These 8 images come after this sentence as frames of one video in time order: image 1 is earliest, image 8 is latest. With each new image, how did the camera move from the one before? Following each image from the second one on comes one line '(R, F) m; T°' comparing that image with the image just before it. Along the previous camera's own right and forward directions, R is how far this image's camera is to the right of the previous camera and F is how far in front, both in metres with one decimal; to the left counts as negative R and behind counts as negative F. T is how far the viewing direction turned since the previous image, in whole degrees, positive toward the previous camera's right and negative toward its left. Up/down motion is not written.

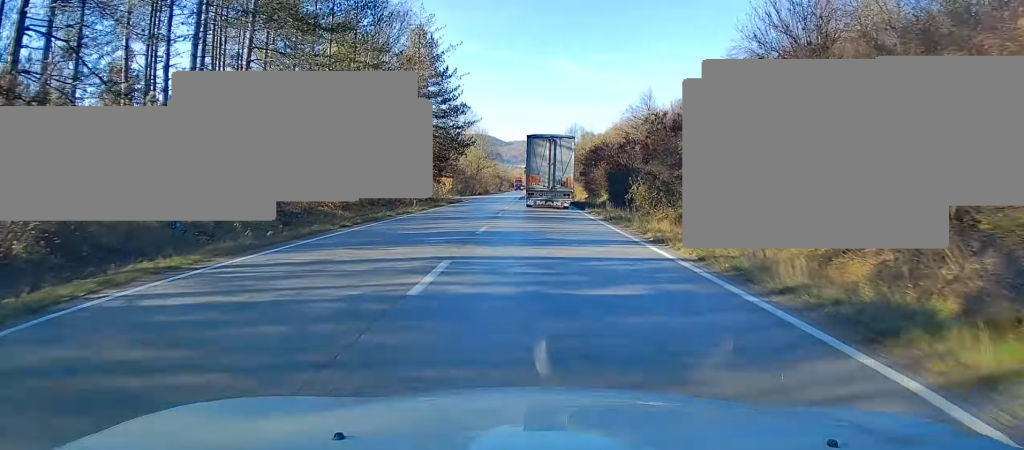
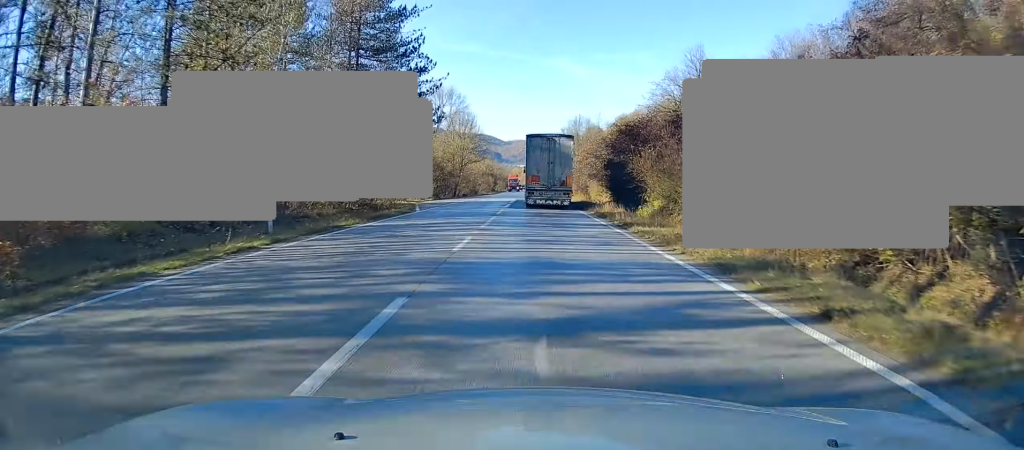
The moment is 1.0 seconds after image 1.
(-0.1, +22.1) m; 0°
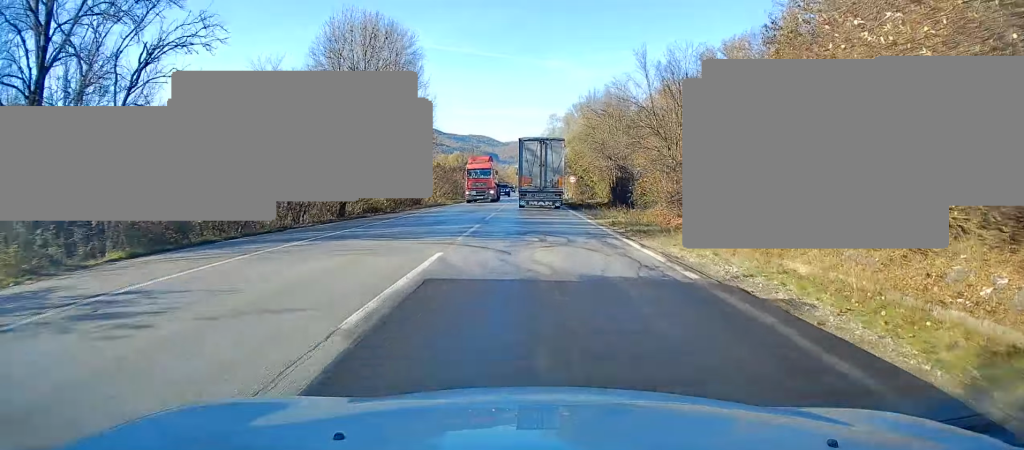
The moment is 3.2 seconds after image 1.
(0.0, +47.7) m; 0°
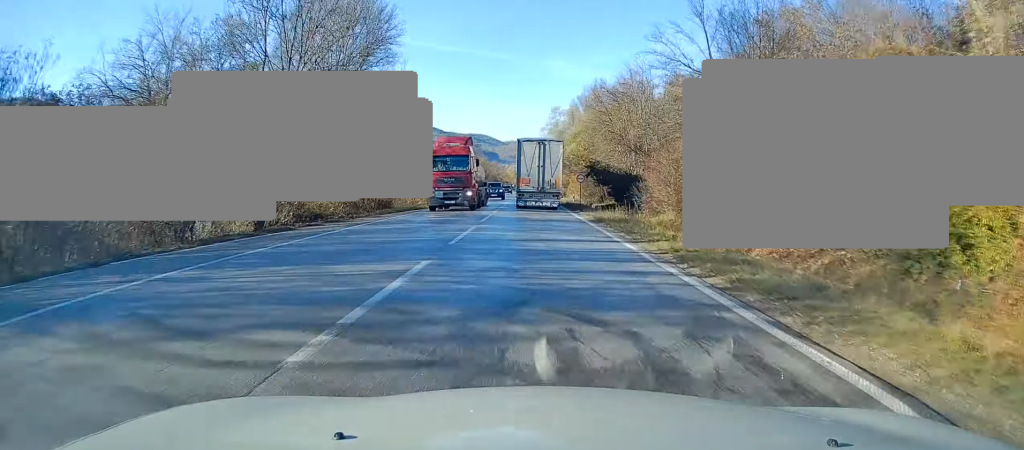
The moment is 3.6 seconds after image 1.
(0.0, +10.1) m; 0°
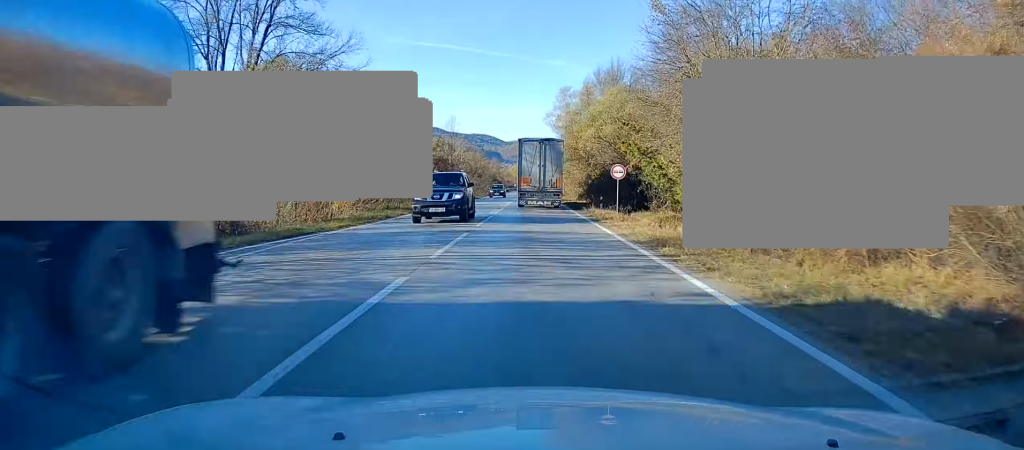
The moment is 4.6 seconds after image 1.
(+0.1, +19.9) m; 0°
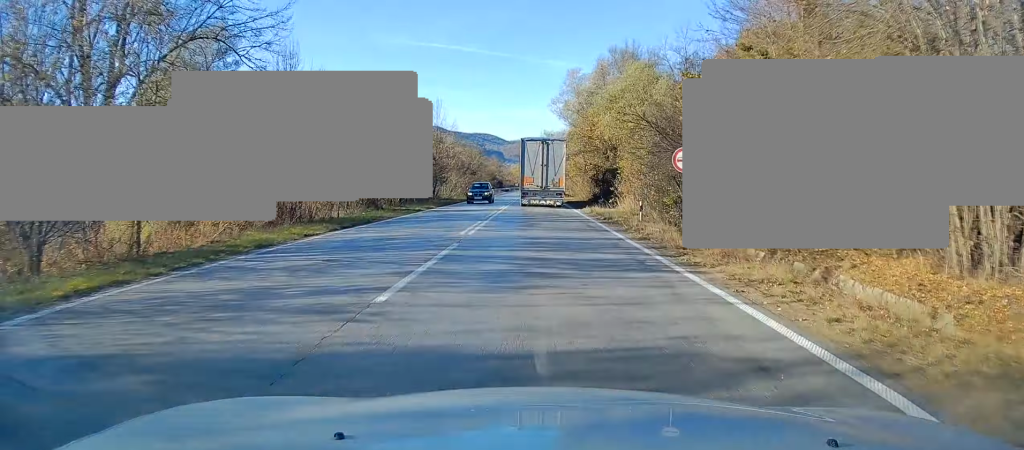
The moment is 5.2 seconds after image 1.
(-0.1, +12.9) m; 0°
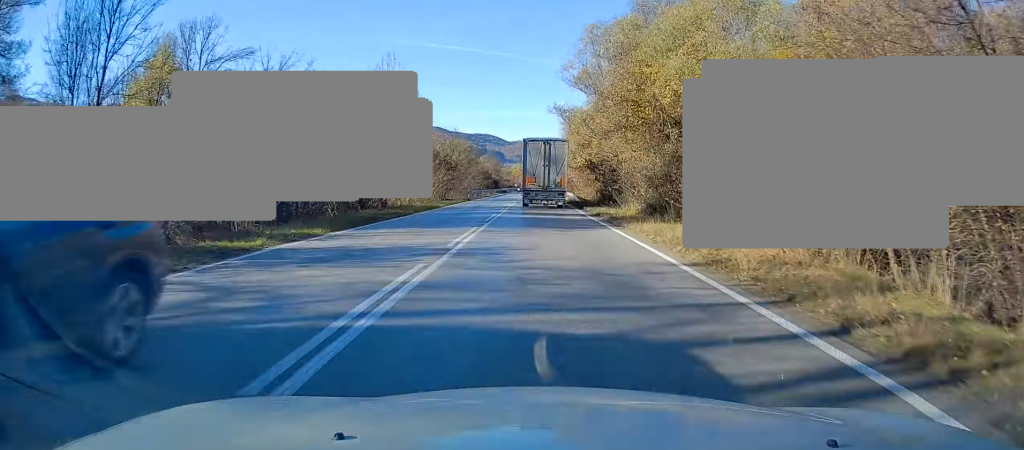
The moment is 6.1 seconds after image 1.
(-0.1, +21.0) m; 0°
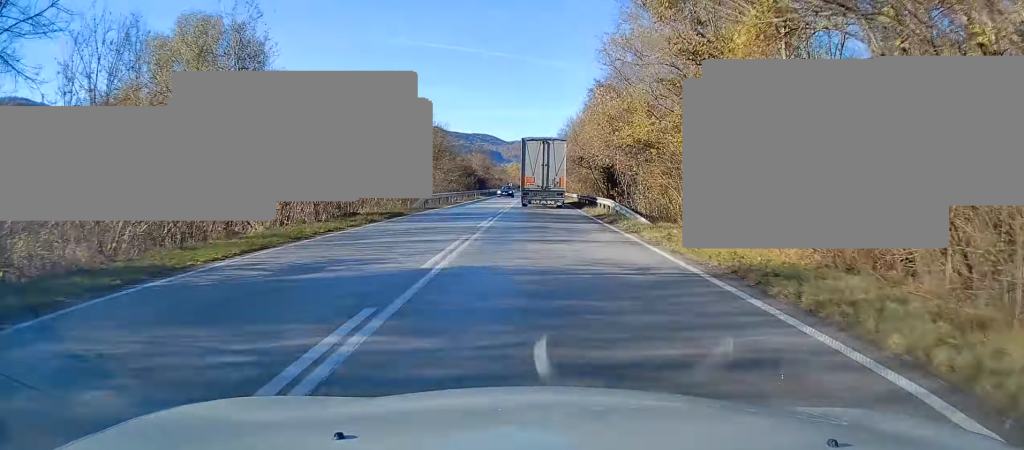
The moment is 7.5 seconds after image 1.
(0.0, +30.1) m; 0°
